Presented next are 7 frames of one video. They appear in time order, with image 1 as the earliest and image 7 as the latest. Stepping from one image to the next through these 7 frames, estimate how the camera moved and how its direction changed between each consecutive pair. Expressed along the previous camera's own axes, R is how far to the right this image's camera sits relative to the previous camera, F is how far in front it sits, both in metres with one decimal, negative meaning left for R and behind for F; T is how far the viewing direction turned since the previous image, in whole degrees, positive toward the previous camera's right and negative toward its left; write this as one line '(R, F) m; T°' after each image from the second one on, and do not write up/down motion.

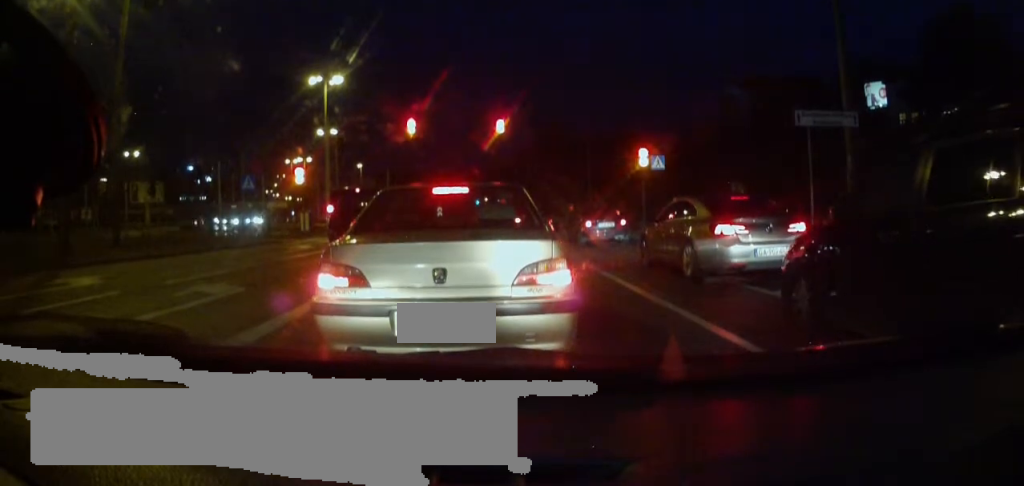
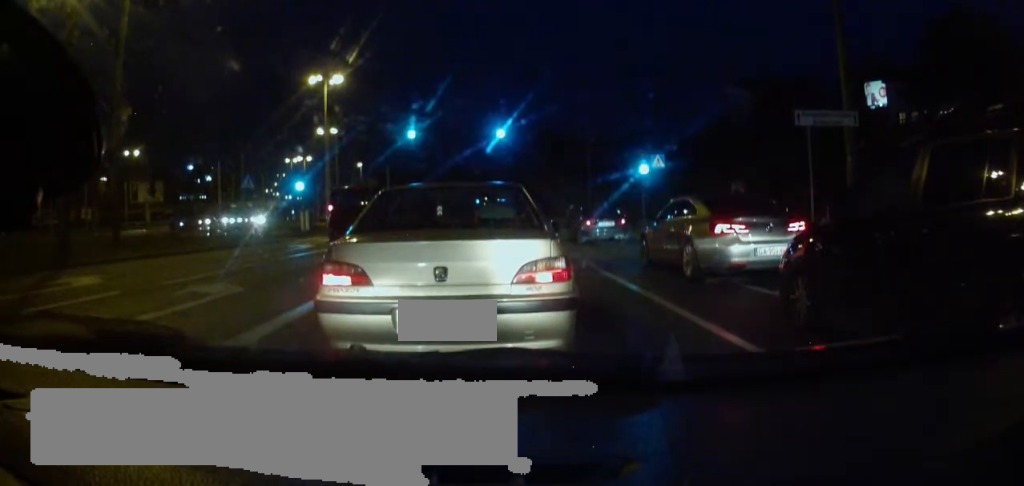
(0.0, 0.0) m; 0°
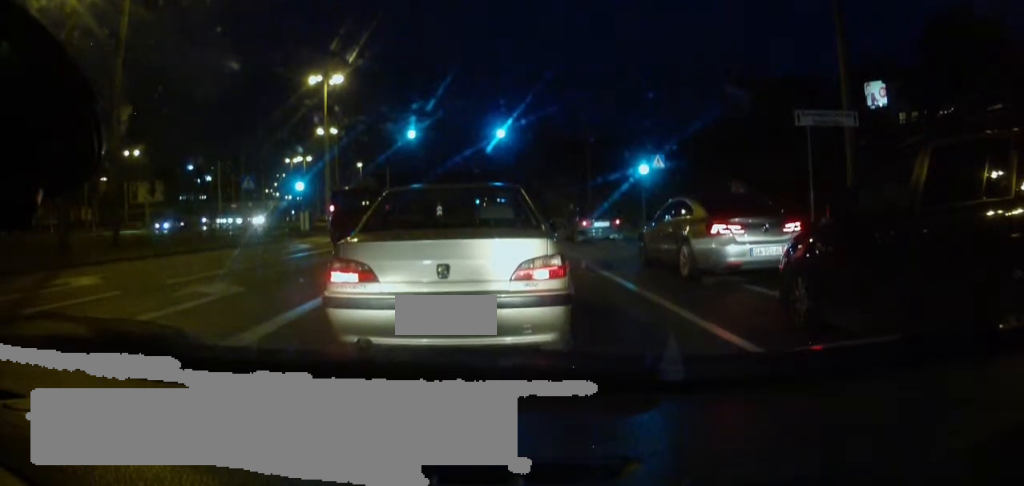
(0.0, 0.0) m; 0°
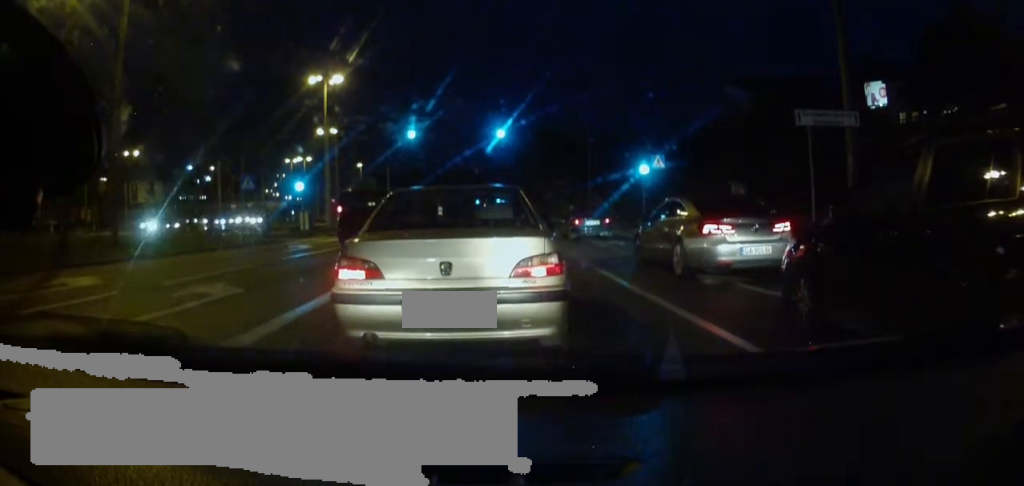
(0.0, 0.0) m; 0°
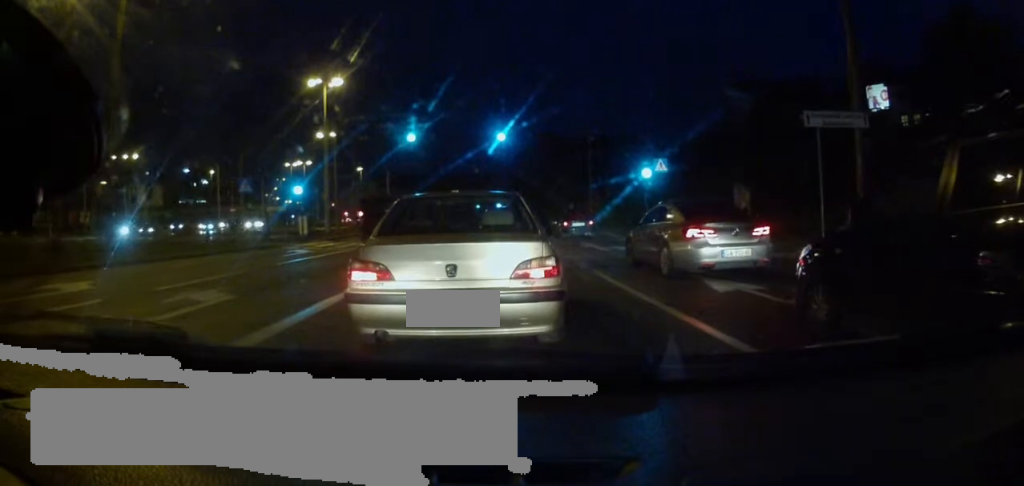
(0.0, 0.0) m; 0°
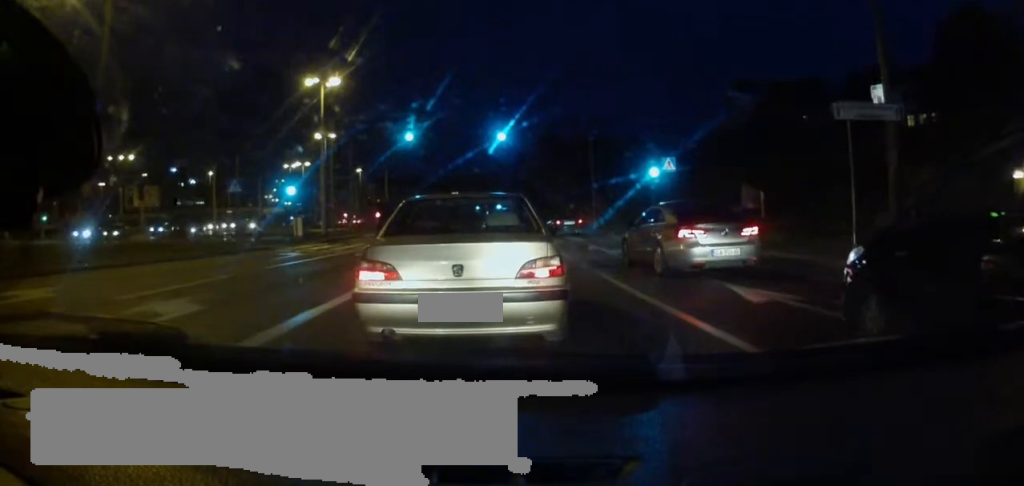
(0.0, 0.0) m; 0°
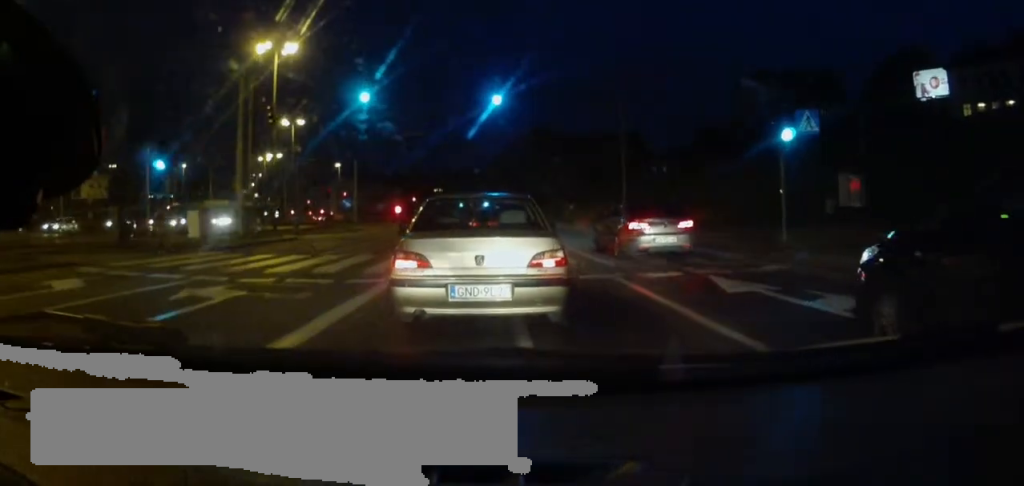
(-0.4, +6.5) m; -2°
